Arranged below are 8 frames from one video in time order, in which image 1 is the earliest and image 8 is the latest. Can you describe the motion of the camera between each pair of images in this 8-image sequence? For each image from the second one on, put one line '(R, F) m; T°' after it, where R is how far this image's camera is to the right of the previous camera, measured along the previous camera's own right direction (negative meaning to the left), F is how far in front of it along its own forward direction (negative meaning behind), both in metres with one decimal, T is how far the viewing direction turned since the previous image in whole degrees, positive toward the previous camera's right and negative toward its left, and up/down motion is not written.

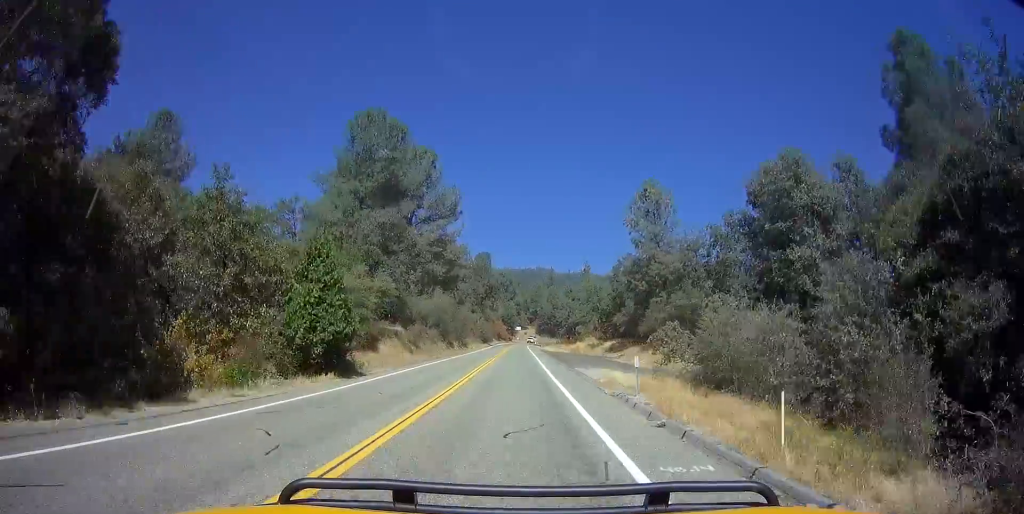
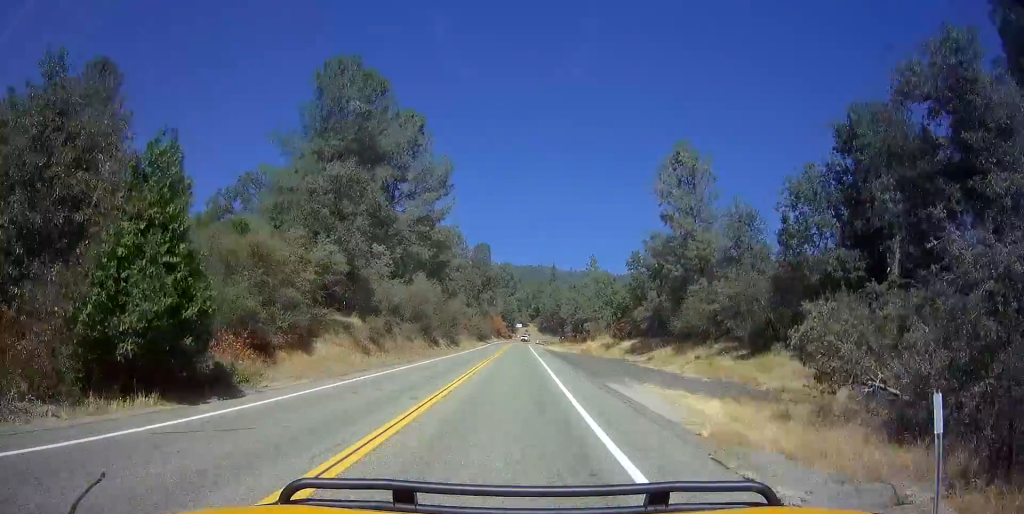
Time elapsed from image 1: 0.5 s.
(0.0, +11.6) m; 0°
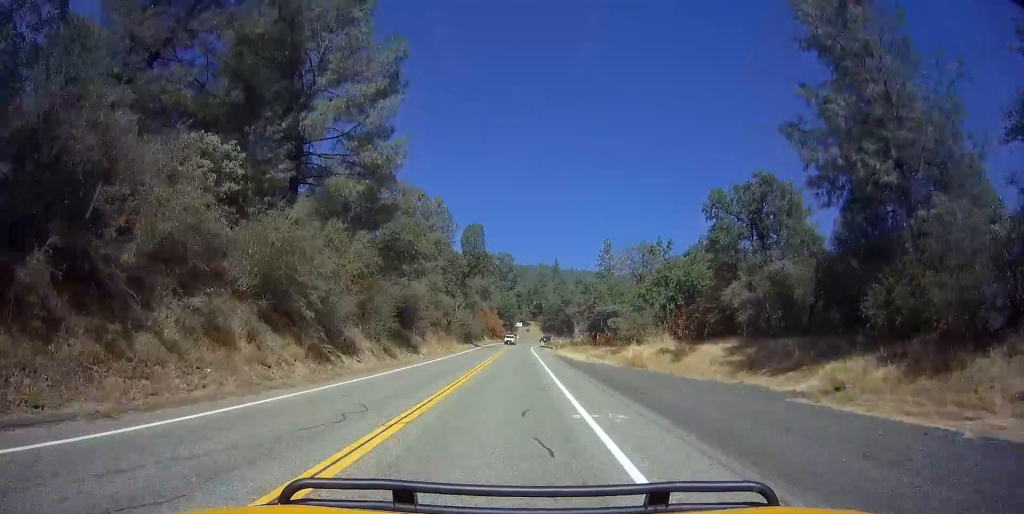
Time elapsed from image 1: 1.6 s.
(+0.3, +26.1) m; 0°
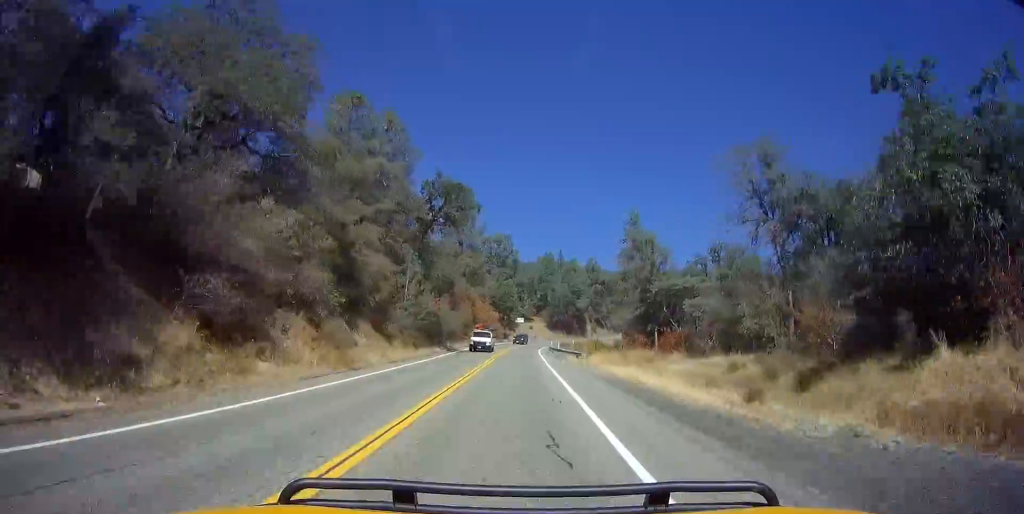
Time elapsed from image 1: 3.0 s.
(-0.5, +31.4) m; -1°
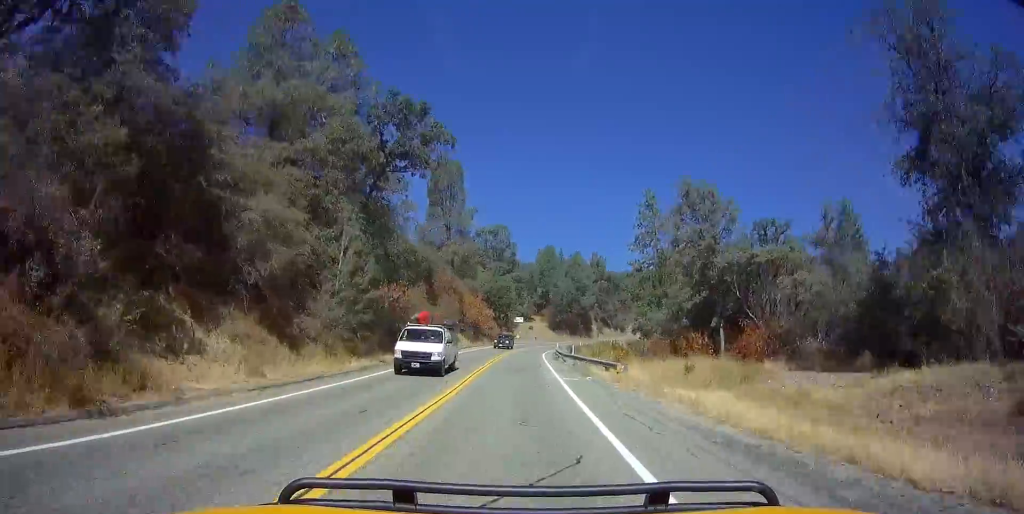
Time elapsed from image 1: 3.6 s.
(0.0, +14.4) m; +1°
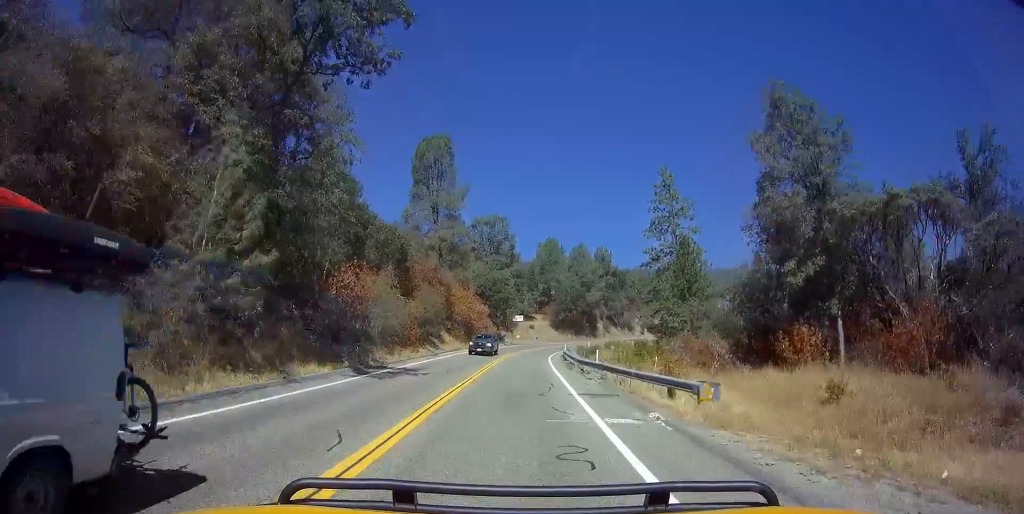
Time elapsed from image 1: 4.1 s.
(-0.1, +11.3) m; +1°
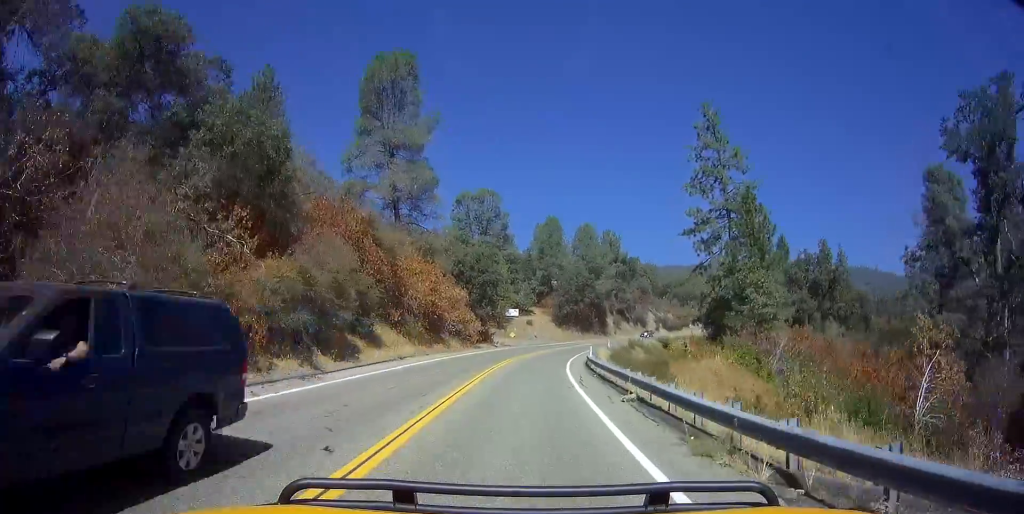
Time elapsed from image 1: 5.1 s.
(+0.7, +21.3) m; +3°
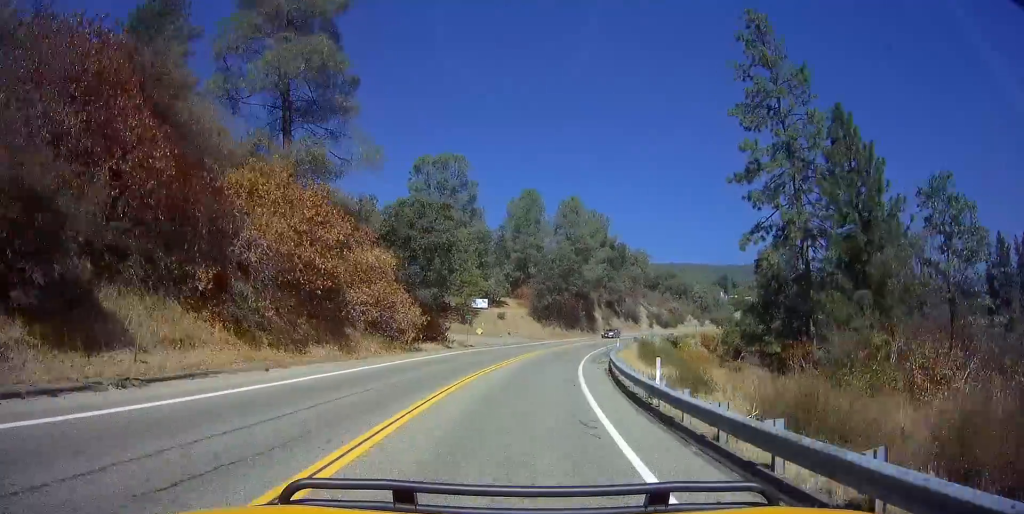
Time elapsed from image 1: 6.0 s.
(+0.5, +18.3) m; +6°
